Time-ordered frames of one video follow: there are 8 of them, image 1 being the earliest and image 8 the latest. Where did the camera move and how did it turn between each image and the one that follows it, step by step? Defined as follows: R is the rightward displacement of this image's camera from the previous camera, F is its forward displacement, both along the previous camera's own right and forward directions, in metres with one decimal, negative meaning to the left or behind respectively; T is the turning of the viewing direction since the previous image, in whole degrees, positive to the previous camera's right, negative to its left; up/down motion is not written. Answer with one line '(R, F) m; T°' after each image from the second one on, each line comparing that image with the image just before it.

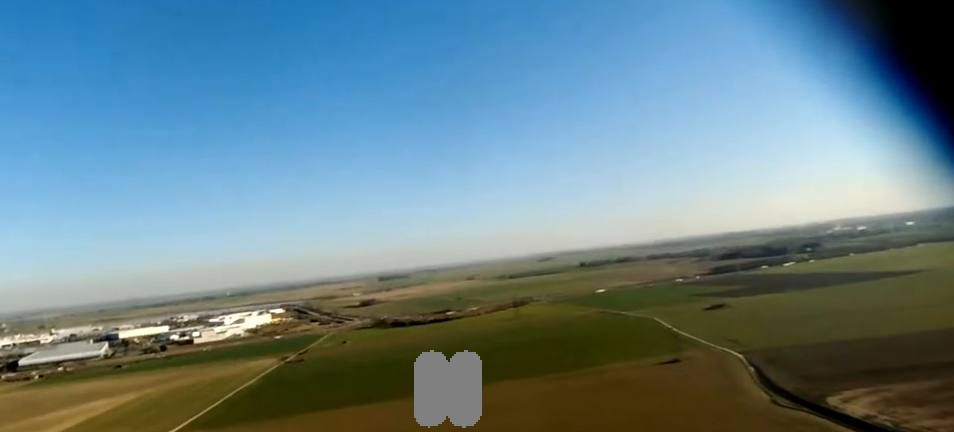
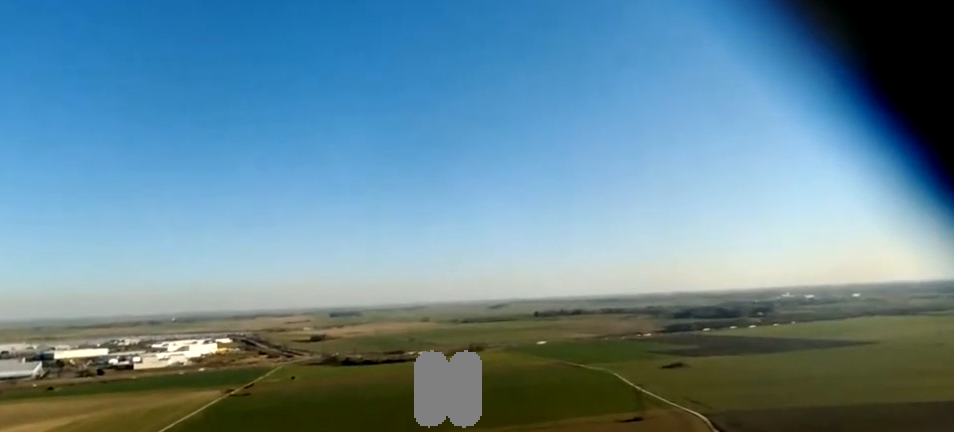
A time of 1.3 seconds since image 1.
(+0.2, +21.1) m; +1°
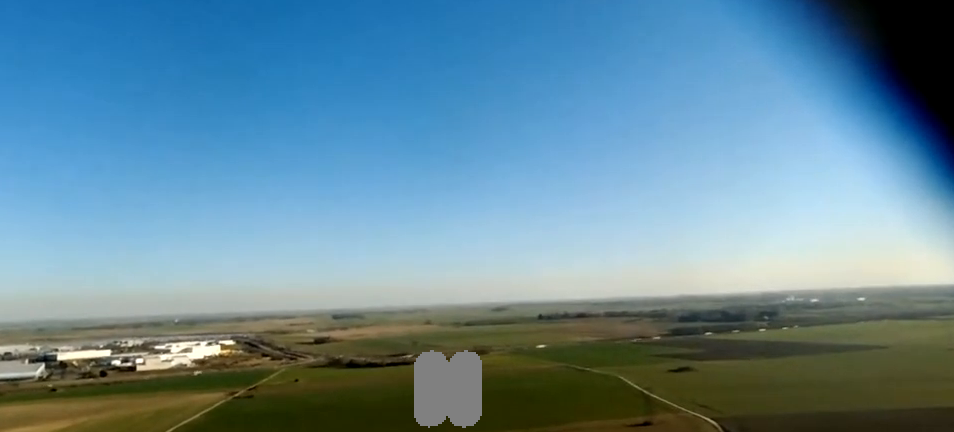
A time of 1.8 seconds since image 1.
(0.0, +6.9) m; 0°
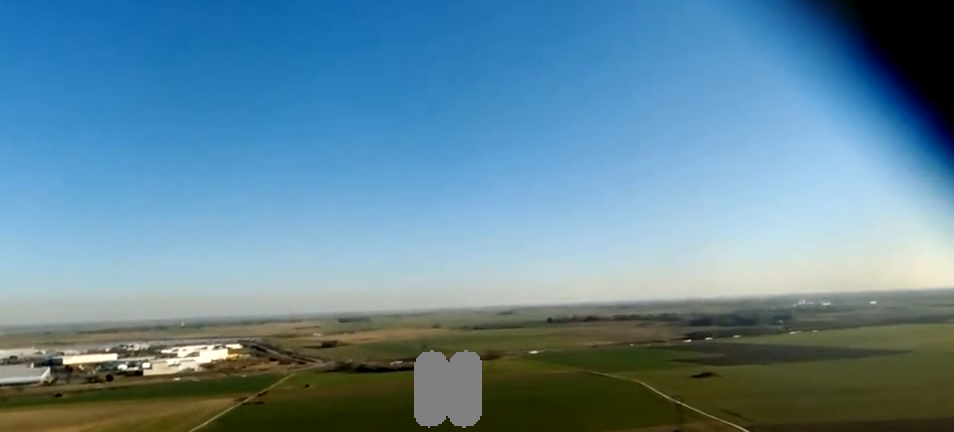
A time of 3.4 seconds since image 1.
(-0.1, +25.7) m; +2°
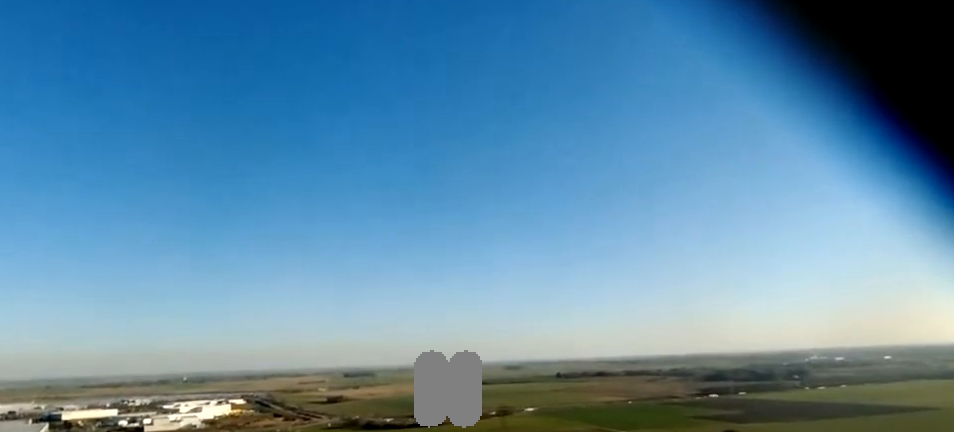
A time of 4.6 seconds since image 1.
(+1.1, +22.5) m; 0°
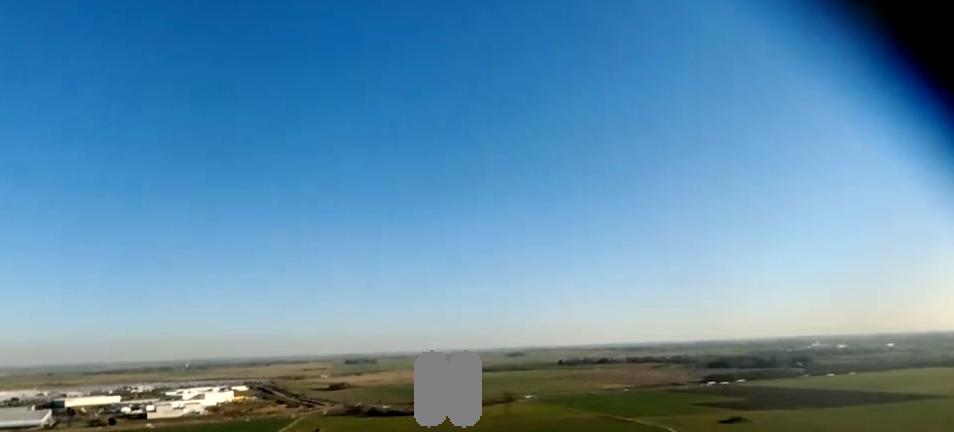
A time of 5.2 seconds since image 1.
(-0.7, +9.3) m; -1°
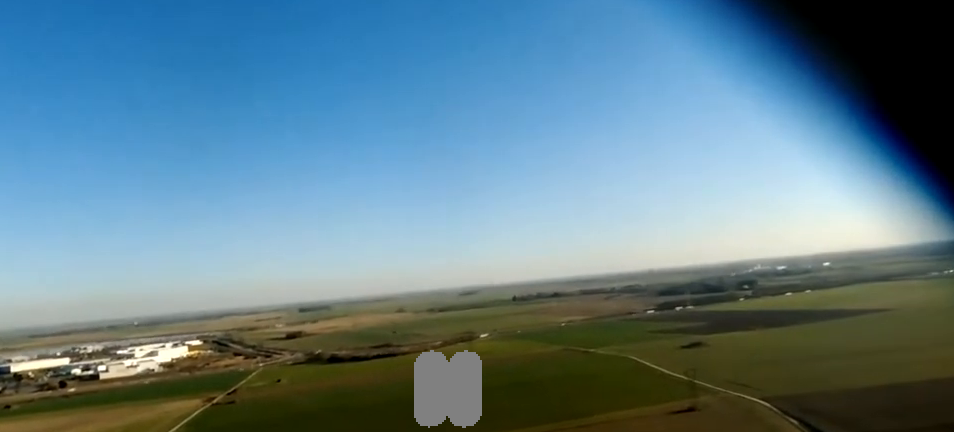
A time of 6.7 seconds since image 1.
(+0.6, +24.7) m; +3°
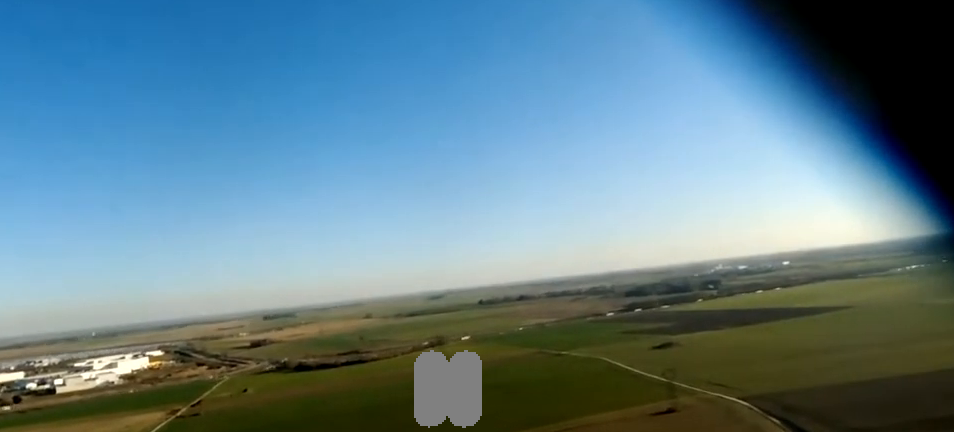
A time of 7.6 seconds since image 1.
(0.0, +15.5) m; +3°
